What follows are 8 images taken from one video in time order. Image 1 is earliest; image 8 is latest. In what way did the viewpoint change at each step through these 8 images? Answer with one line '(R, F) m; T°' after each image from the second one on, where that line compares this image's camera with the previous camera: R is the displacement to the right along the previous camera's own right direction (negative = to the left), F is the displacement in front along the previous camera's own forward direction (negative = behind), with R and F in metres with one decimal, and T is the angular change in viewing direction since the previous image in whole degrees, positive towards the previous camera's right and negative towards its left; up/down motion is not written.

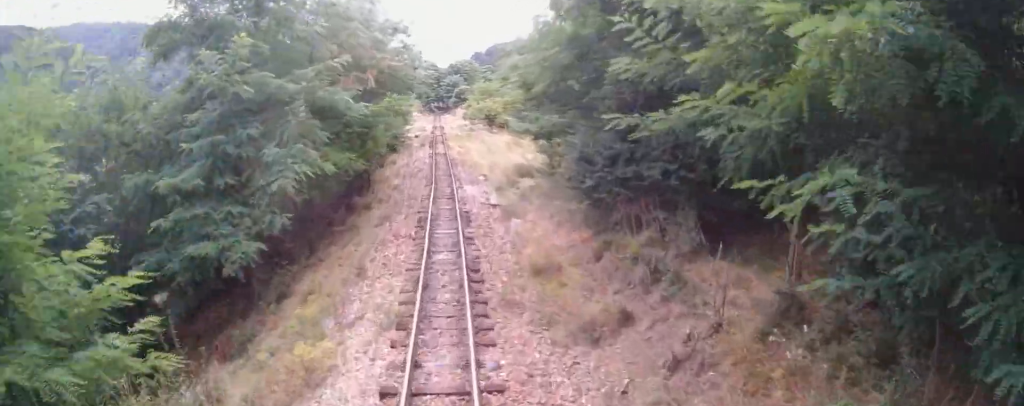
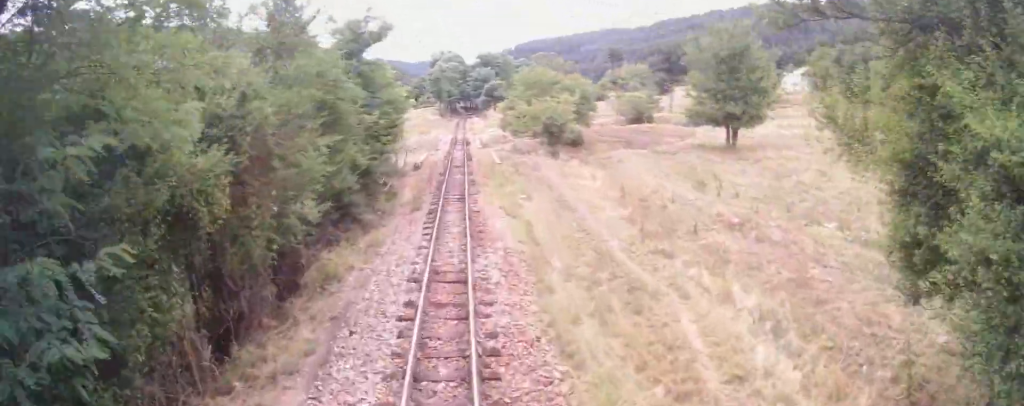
(-0.9, +26.2) m; -4°
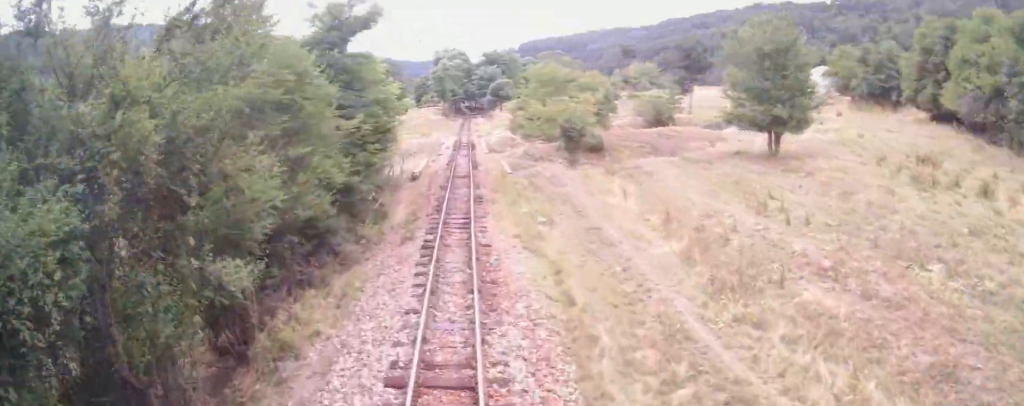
(0.0, +4.2) m; 0°
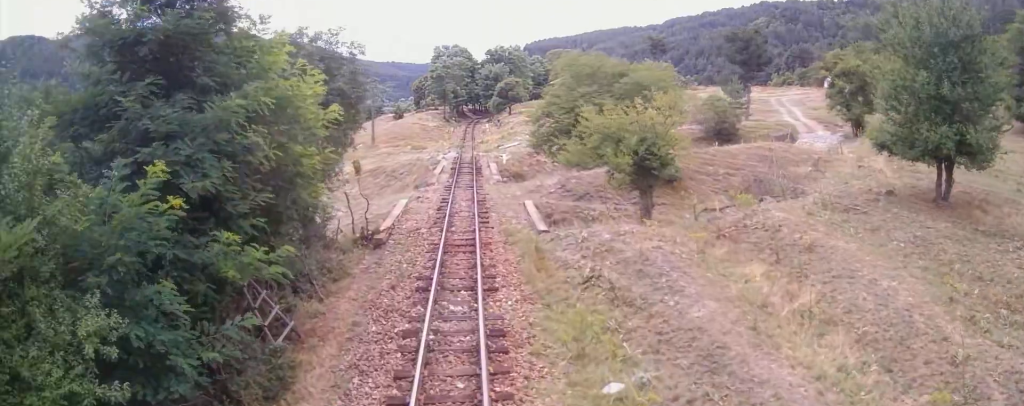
(0.0, +11.5) m; 0°
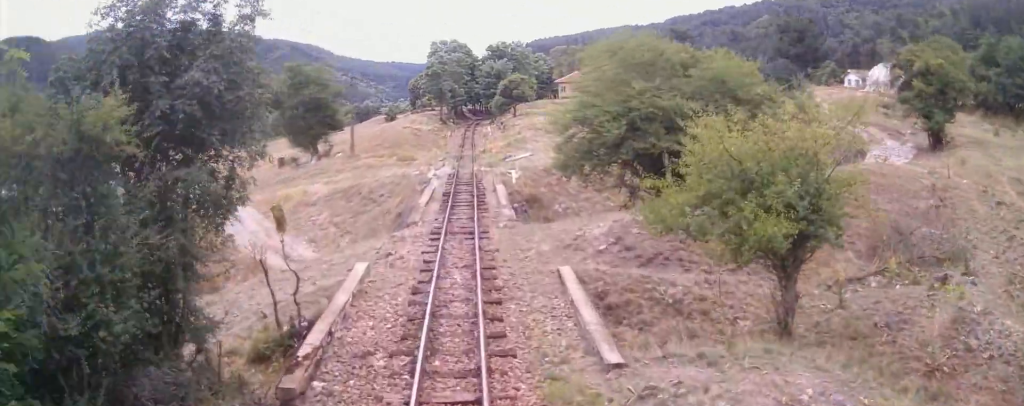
(0.0, +7.9) m; 0°
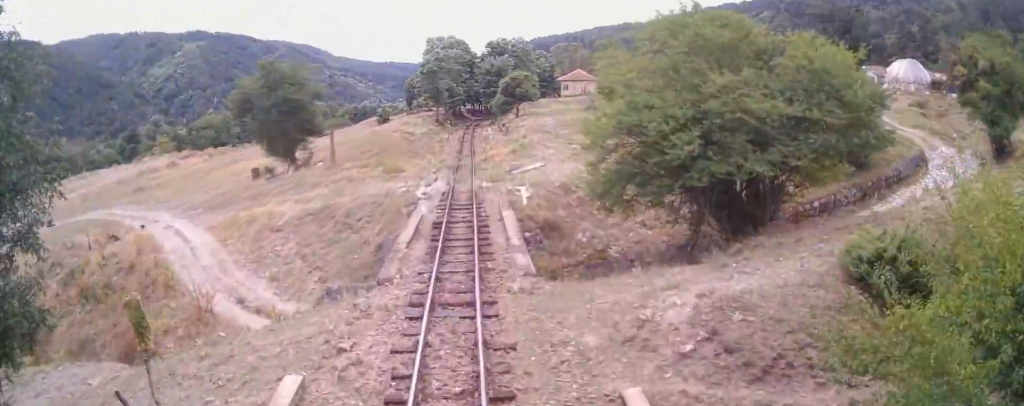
(0.0, +5.3) m; 0°
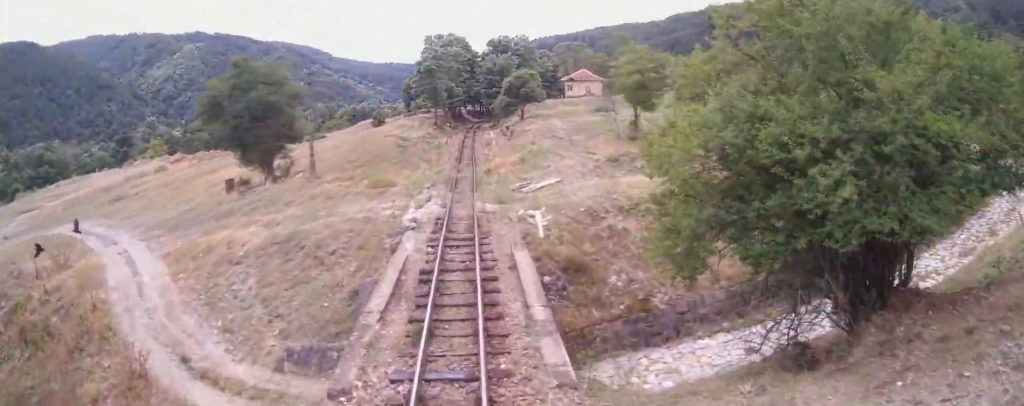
(0.0, +4.6) m; 0°
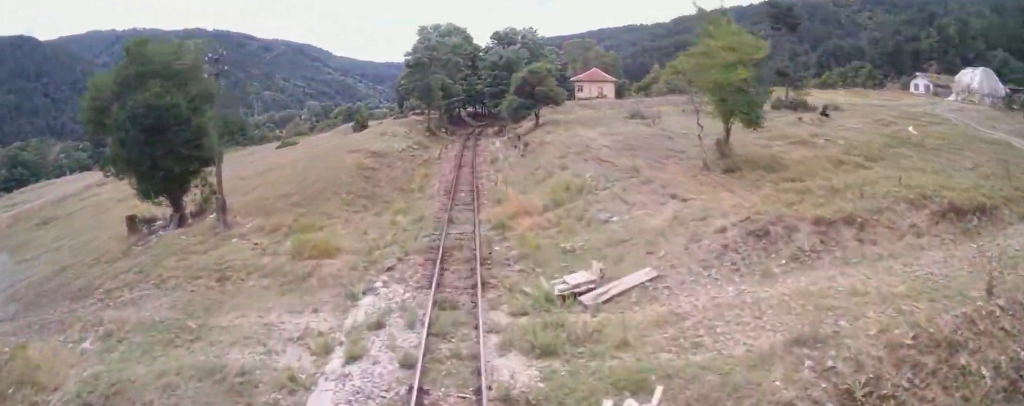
(0.0, +11.1) m; 0°
